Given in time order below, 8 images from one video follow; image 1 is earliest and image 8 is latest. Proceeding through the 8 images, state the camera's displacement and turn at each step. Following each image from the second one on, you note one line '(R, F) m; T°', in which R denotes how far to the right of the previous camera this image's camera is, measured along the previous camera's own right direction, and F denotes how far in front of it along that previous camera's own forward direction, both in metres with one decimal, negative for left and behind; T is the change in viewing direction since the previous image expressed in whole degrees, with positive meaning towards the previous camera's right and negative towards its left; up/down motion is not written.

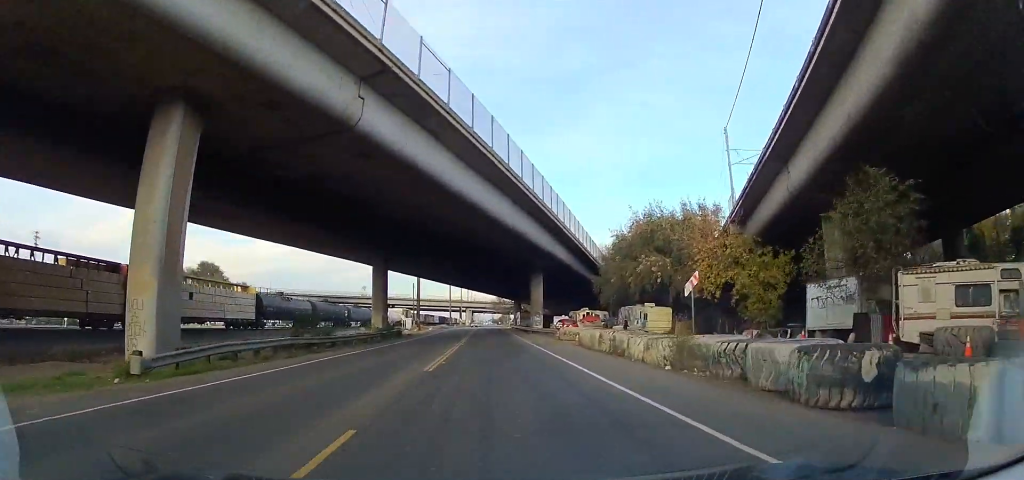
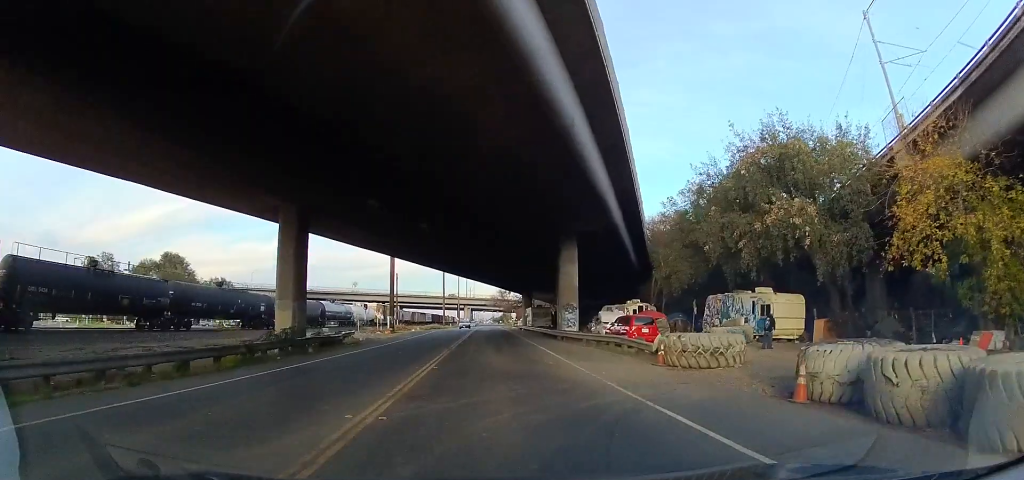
(+0.3, +22.5) m; +1°
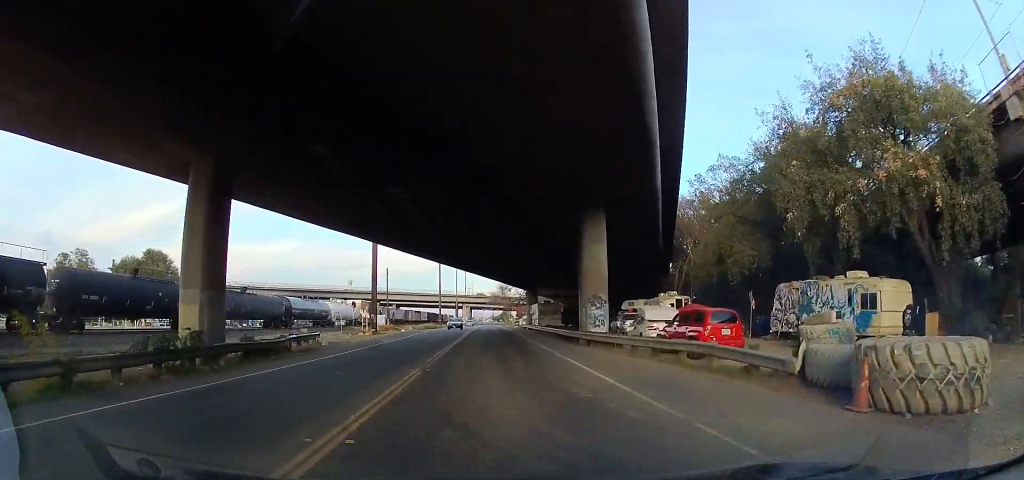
(0.0, +8.9) m; 0°
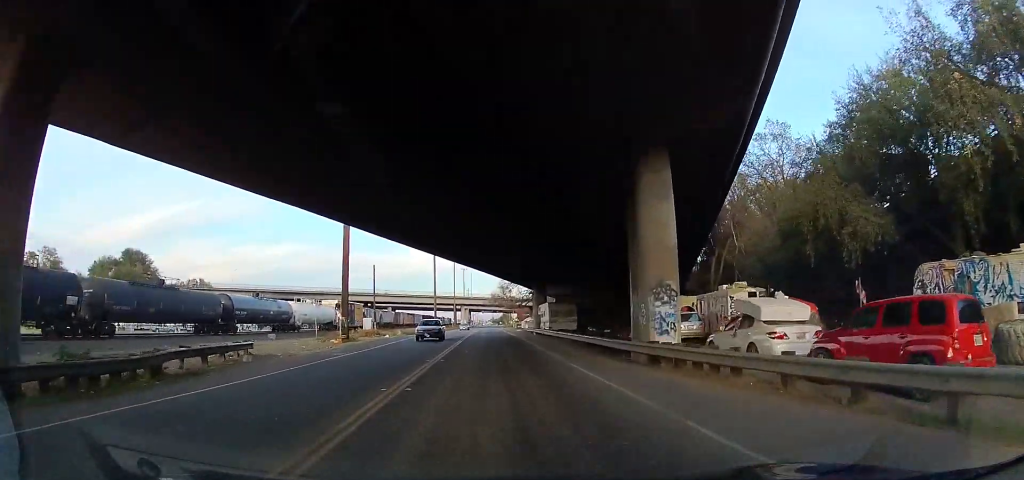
(+0.1, +10.1) m; 0°
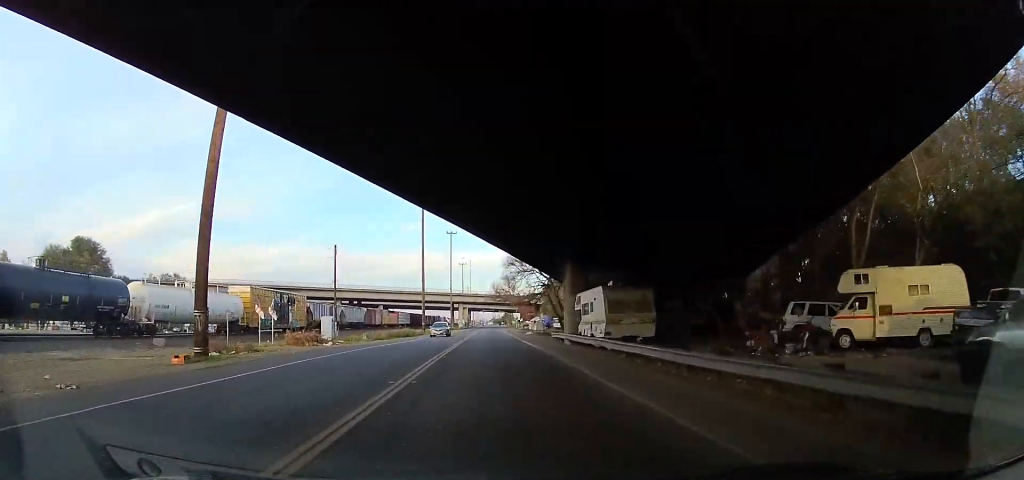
(-0.2, +20.7) m; 0°
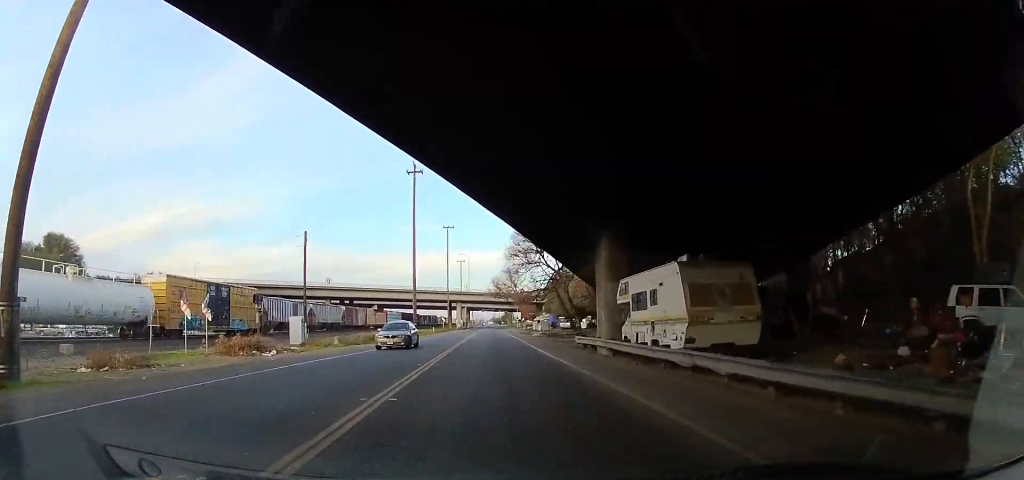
(+0.2, +9.6) m; 0°
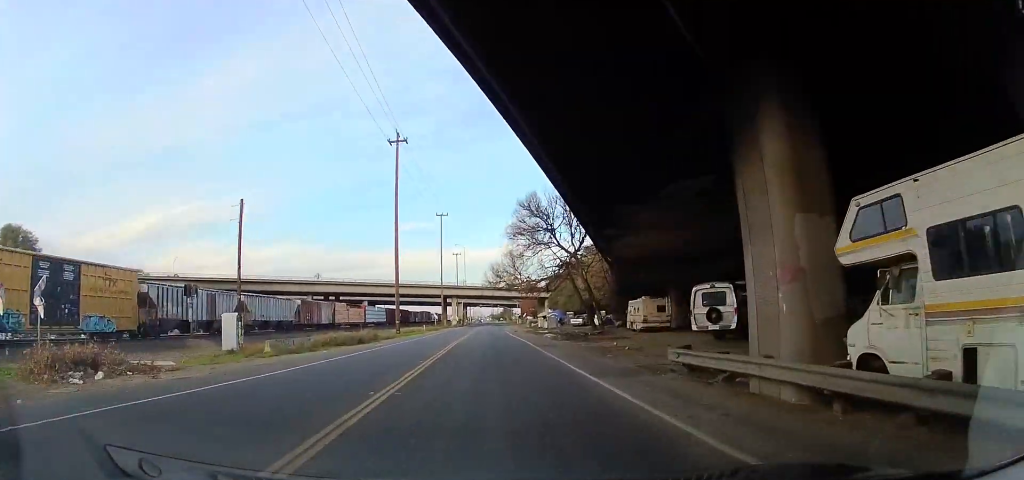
(0.0, +13.3) m; 0°
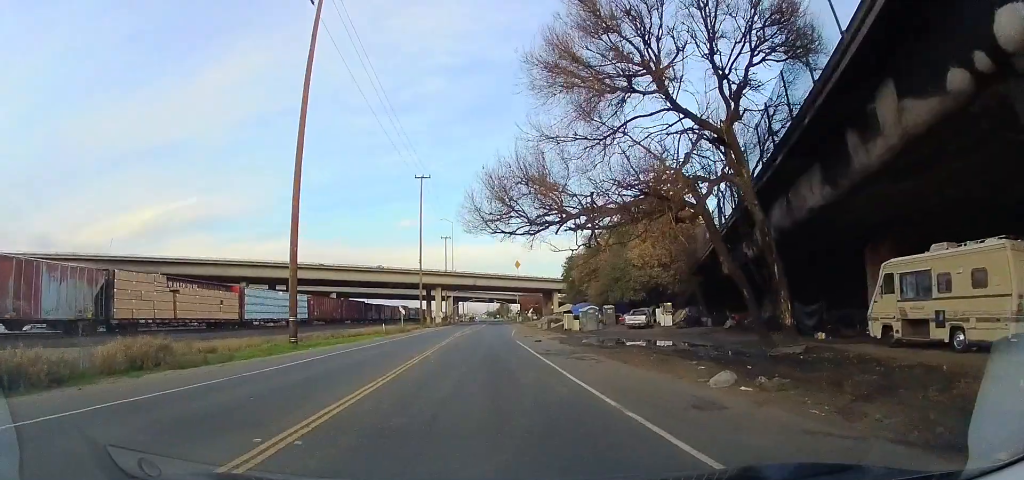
(+0.4, +33.7) m; +2°
